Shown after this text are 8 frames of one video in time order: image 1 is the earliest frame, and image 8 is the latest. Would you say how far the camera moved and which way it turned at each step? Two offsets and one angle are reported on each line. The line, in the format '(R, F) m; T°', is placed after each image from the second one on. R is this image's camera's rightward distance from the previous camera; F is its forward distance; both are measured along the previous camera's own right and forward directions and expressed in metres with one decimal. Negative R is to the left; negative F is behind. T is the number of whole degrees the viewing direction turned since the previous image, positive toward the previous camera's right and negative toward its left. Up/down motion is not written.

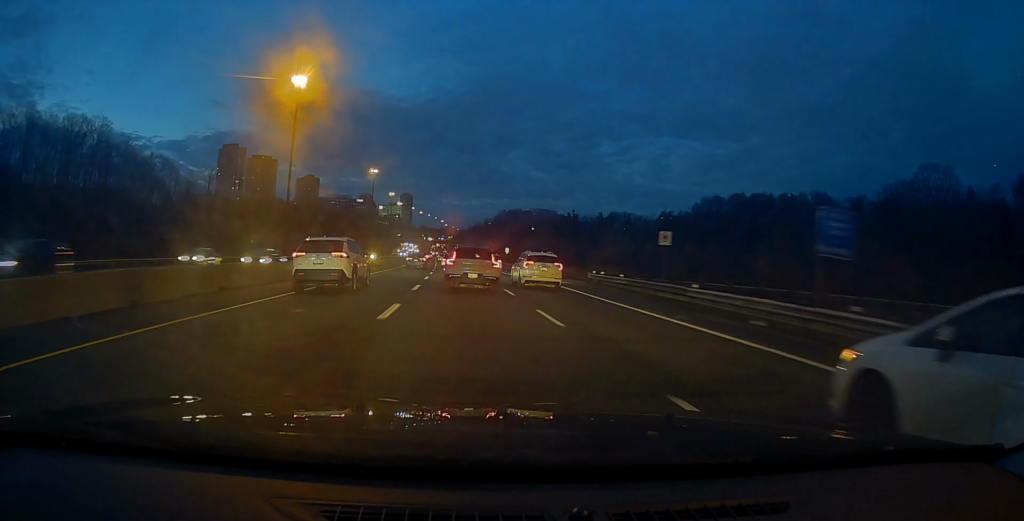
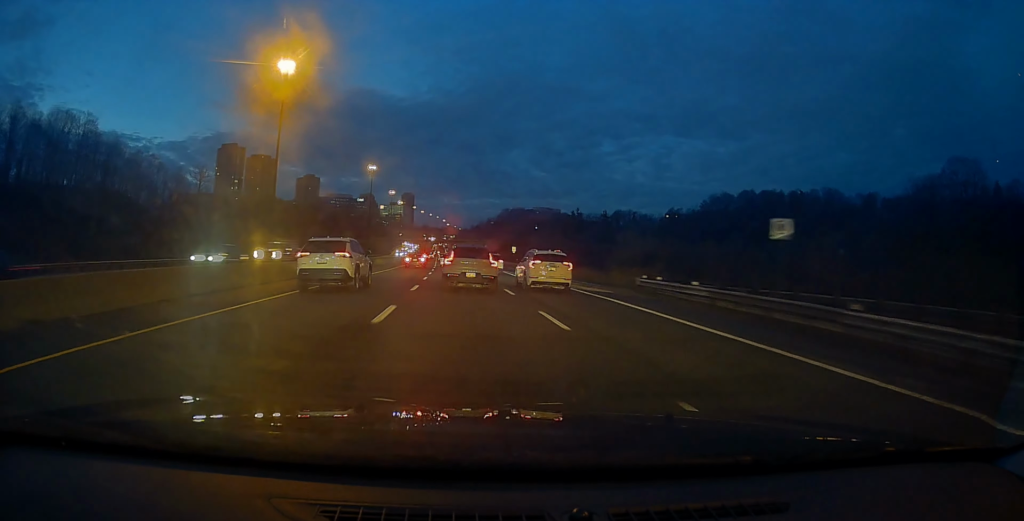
(+0.3, +9.2) m; 0°
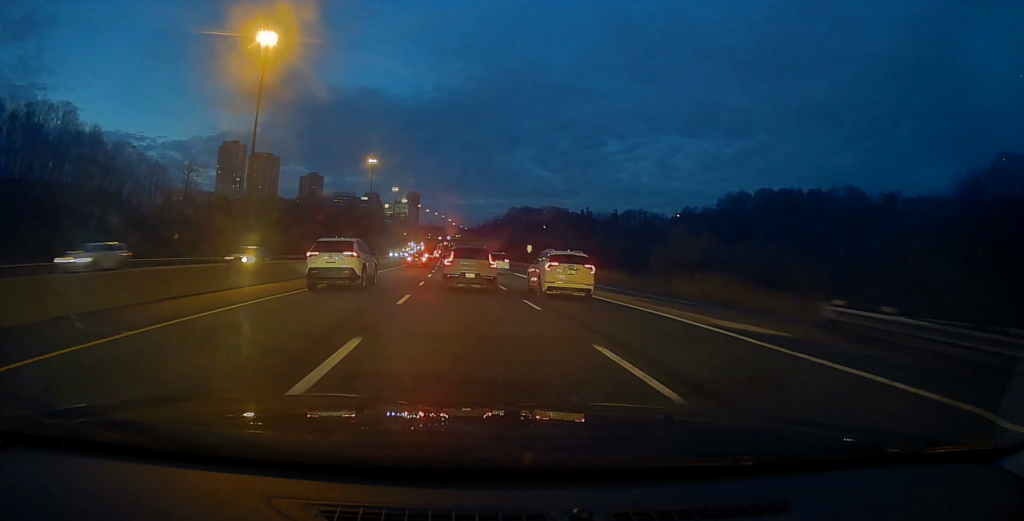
(+0.1, +13.9) m; 0°
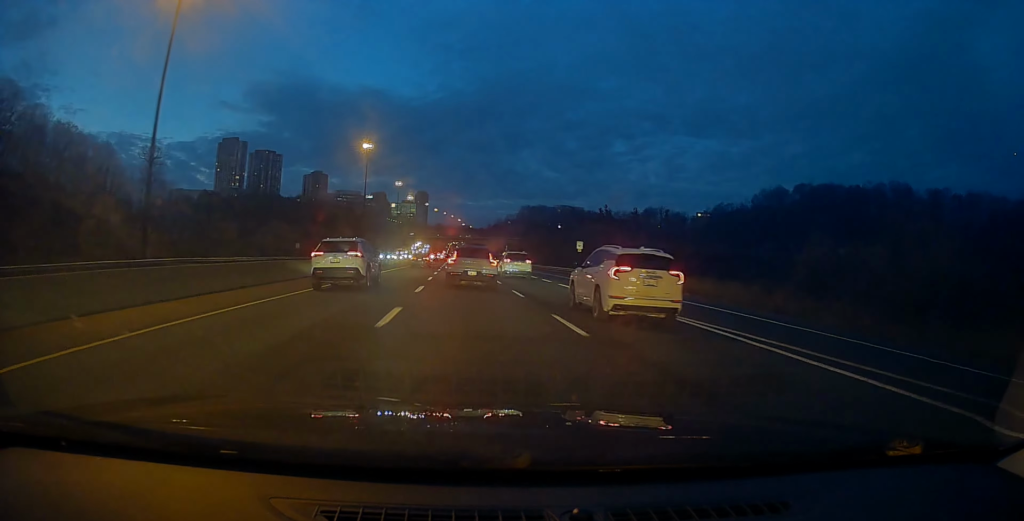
(-0.3, +30.7) m; 0°
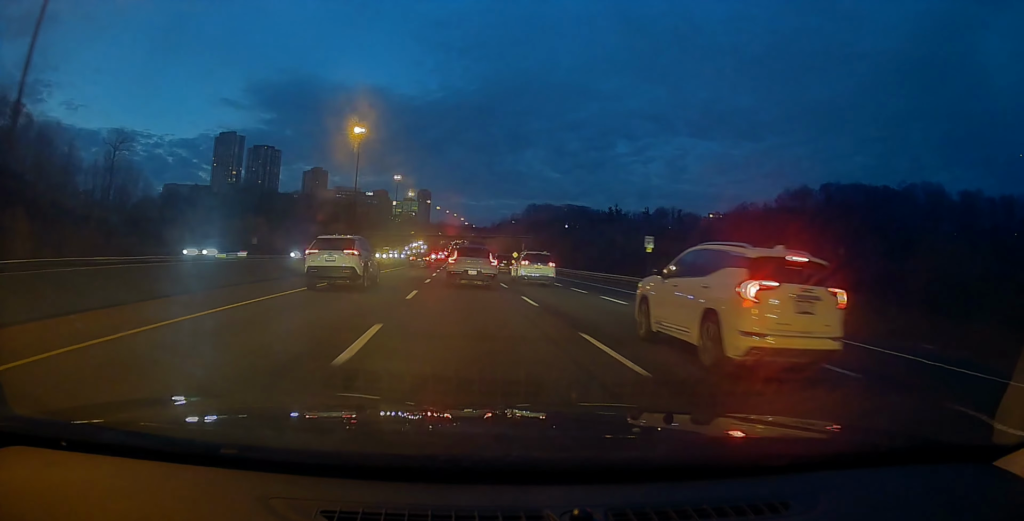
(+0.1, +20.7) m; 0°
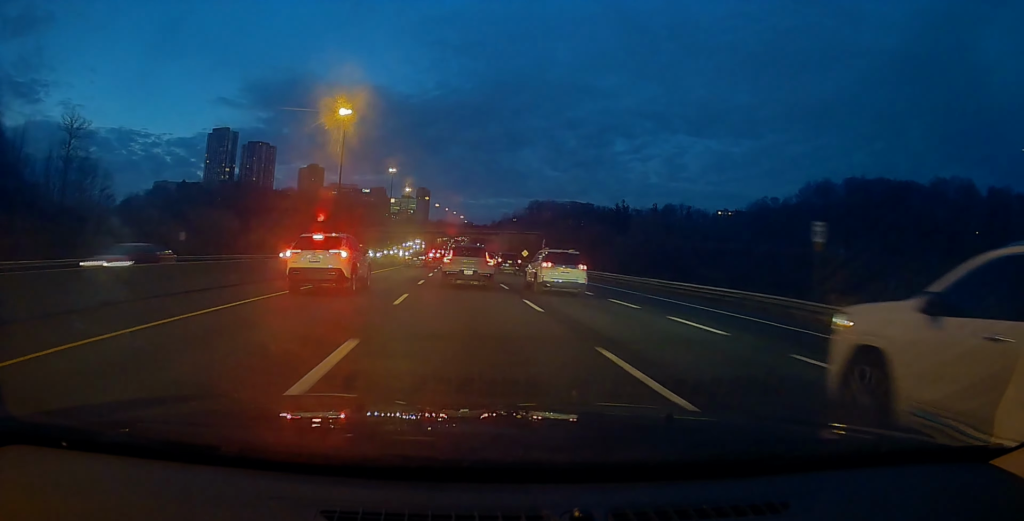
(-0.2, +19.6) m; -1°
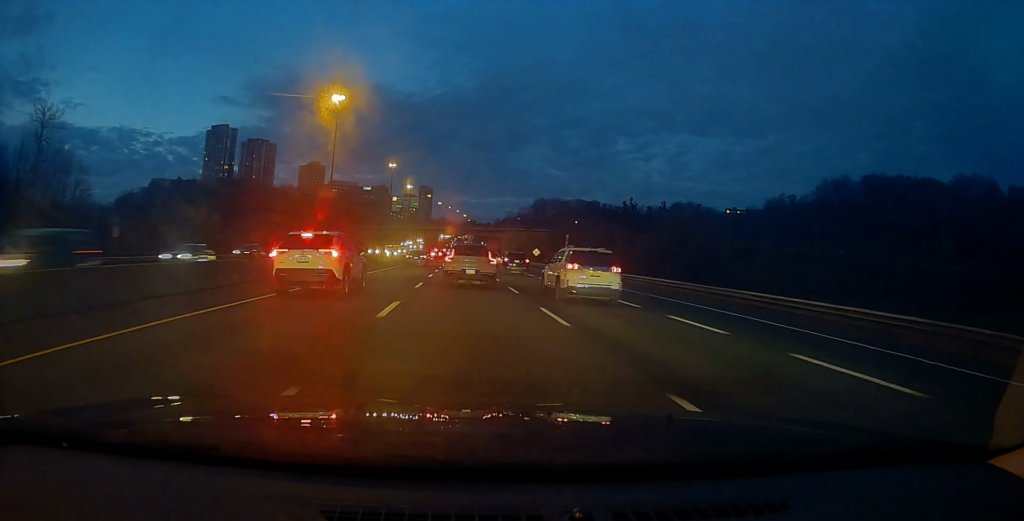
(-0.4, +12.0) m; 0°
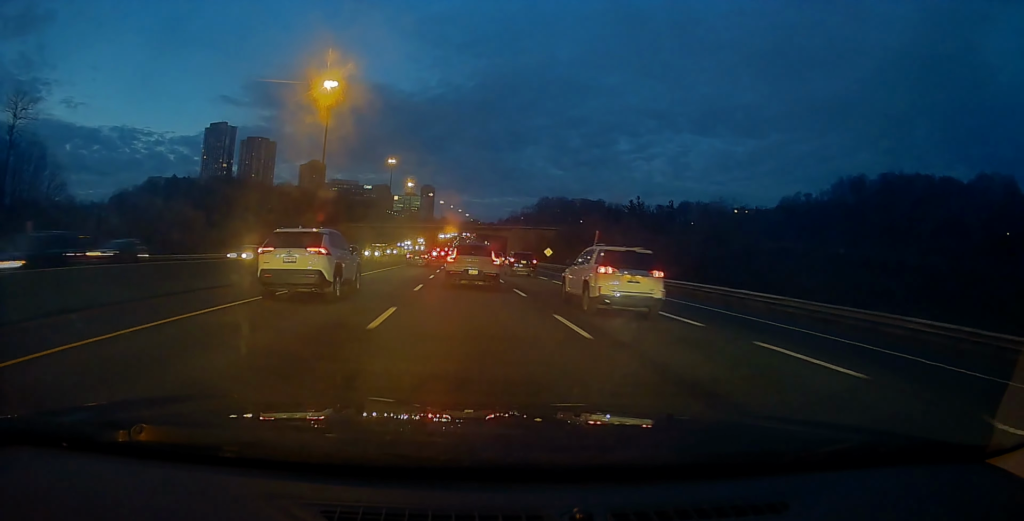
(+0.2, +10.7) m; 0°
